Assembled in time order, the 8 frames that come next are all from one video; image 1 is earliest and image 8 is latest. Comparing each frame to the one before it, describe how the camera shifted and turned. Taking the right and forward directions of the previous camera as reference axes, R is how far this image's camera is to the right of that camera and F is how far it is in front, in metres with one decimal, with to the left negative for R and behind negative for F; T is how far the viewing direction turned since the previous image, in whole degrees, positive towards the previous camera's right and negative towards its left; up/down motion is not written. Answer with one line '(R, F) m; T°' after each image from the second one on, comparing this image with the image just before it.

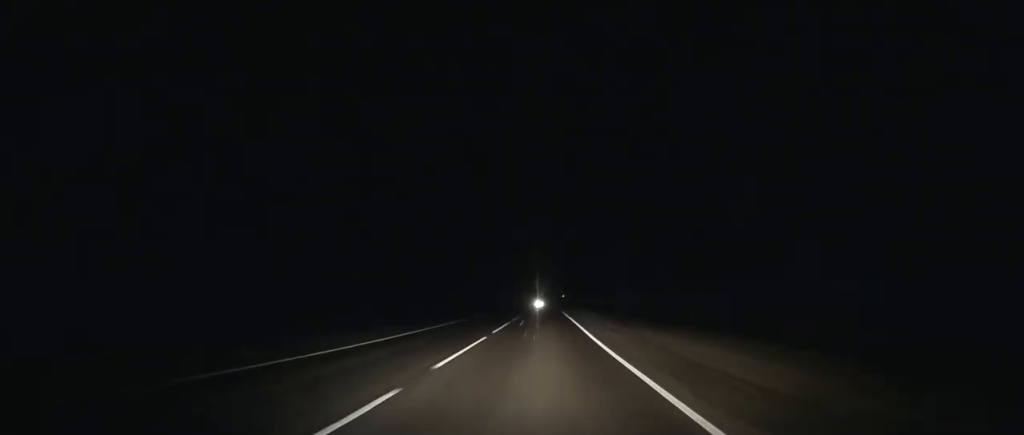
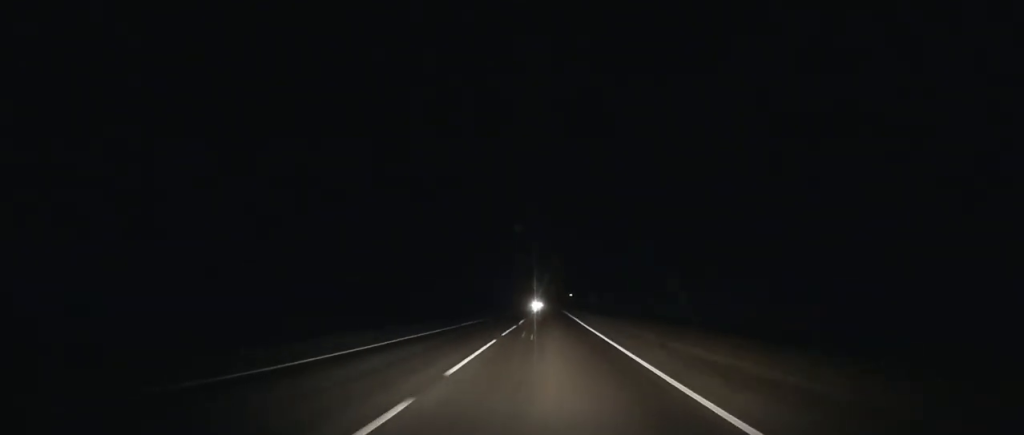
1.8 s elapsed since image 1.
(0.0, +47.7) m; 0°
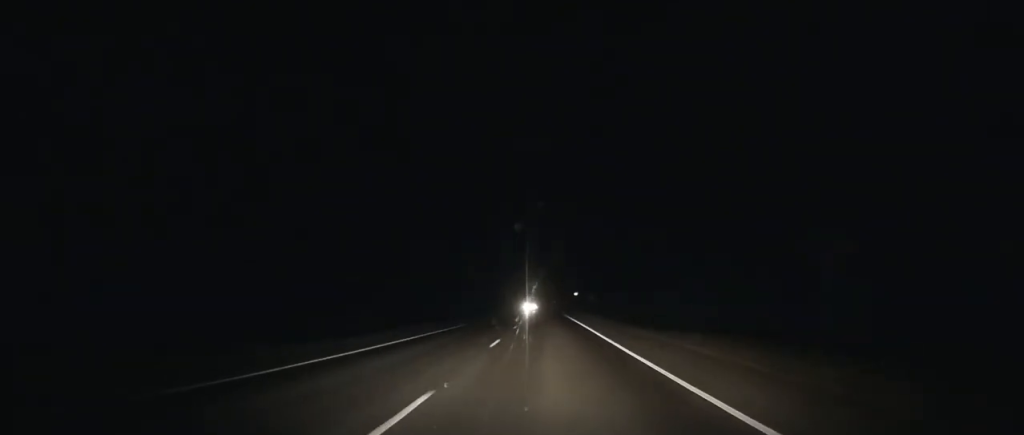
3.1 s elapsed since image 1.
(0.0, +34.5) m; 0°
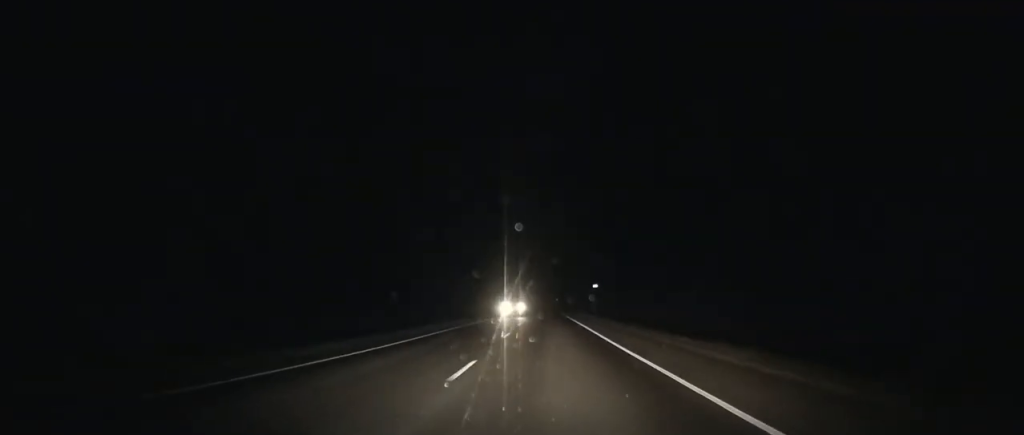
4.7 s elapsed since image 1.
(0.0, +44.3) m; 0°
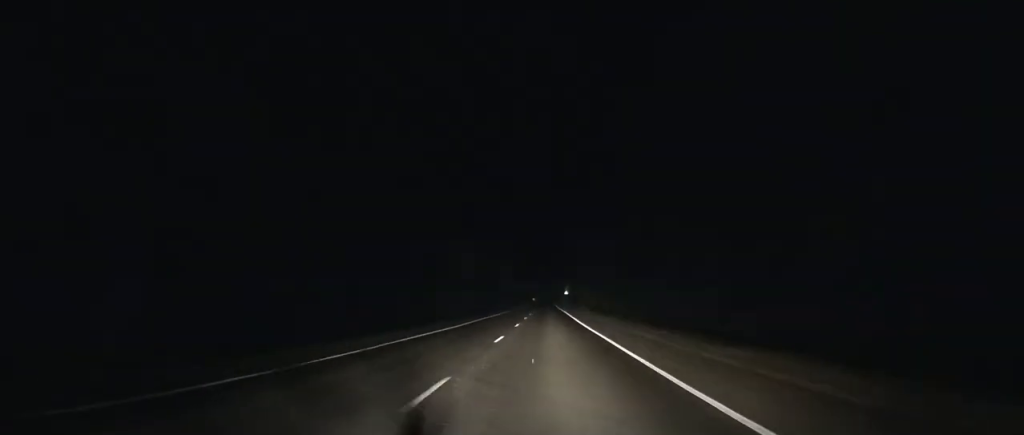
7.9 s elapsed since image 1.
(+0.1, +90.0) m; 0°
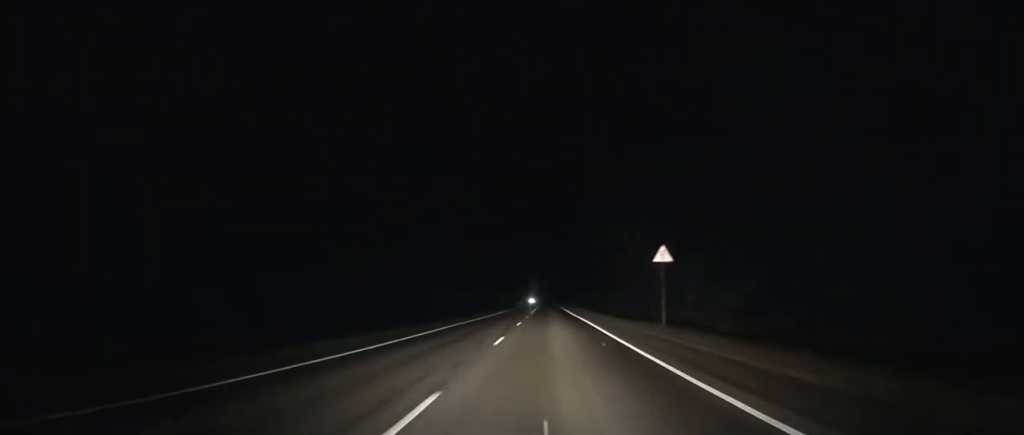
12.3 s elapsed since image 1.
(+0.2, +122.1) m; 0°
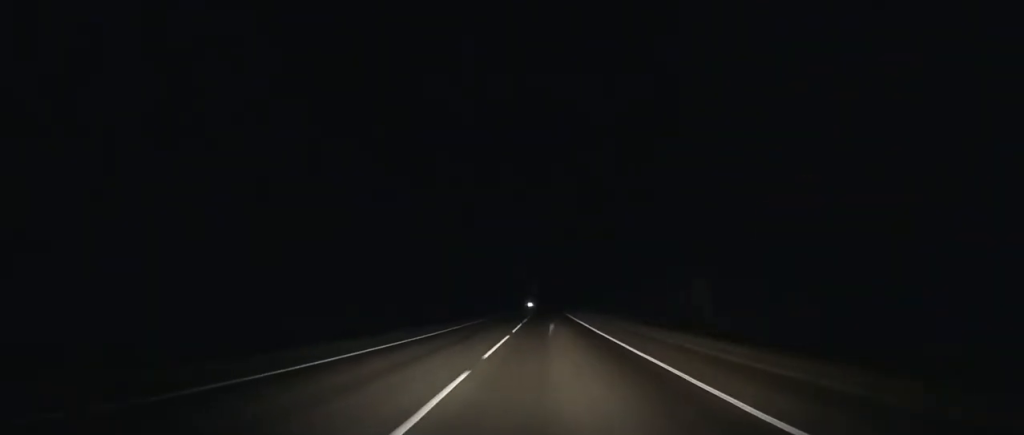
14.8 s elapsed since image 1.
(-0.6, +67.0) m; -1°
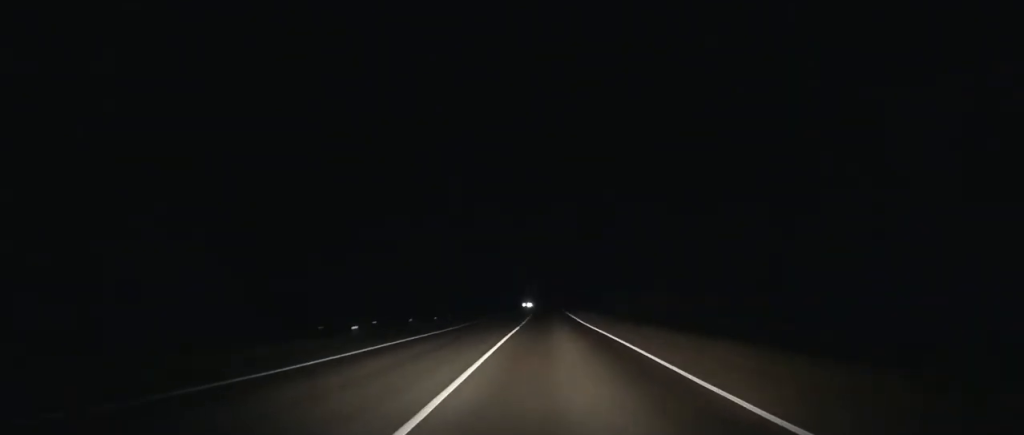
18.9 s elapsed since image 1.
(-0.2, +109.0) m; 0°
